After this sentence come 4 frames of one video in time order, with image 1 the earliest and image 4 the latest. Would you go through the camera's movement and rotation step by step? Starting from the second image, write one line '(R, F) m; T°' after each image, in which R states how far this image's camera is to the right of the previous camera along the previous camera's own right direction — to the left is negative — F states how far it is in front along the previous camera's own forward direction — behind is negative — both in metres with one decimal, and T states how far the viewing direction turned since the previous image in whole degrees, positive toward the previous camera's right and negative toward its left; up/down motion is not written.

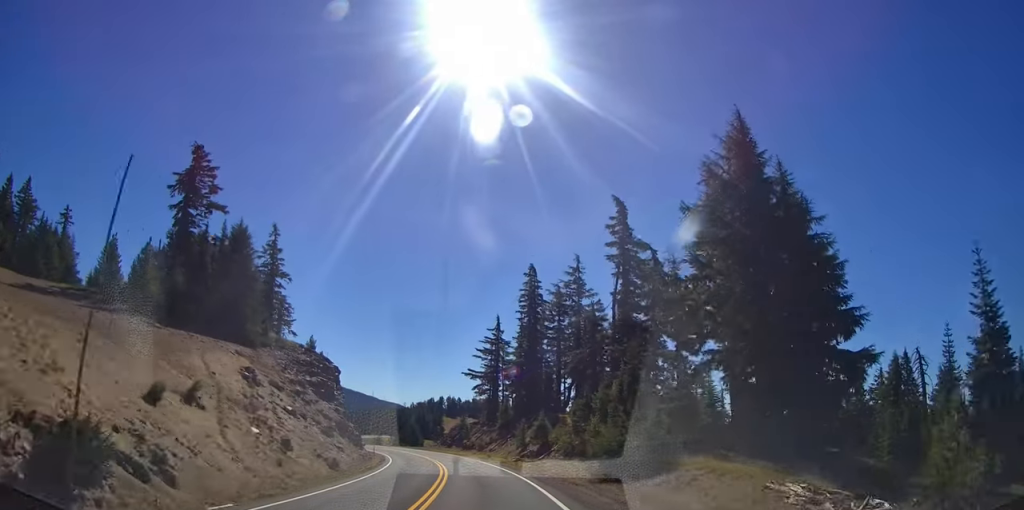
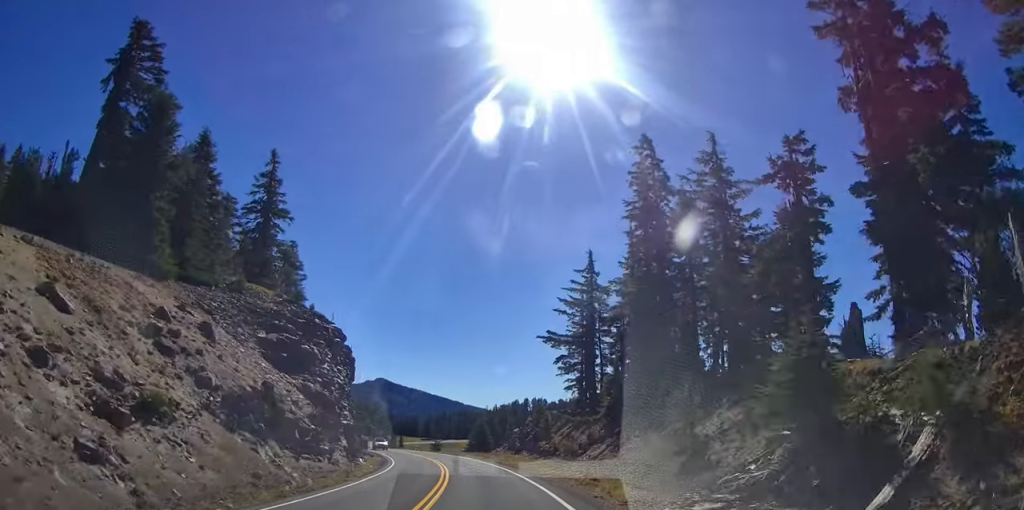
(-2.0, +29.2) m; -7°
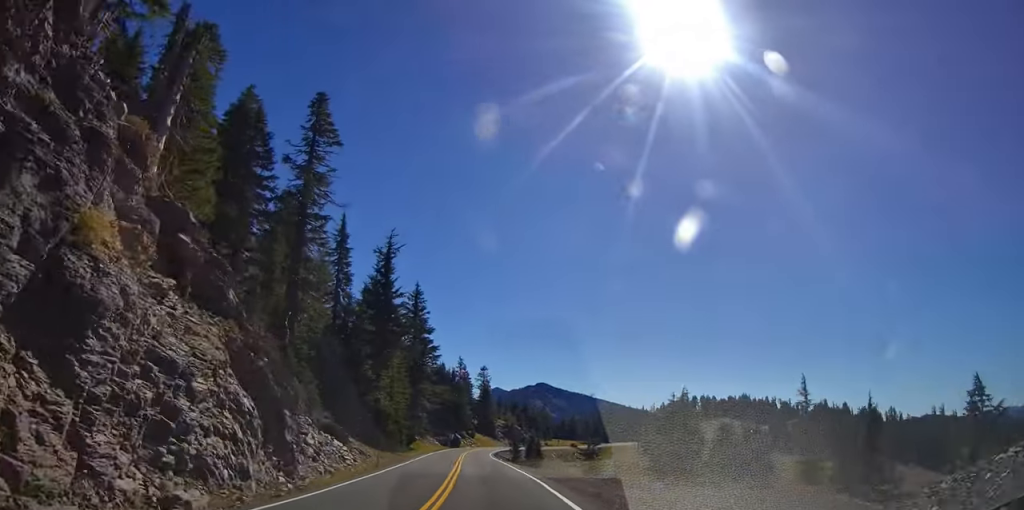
(-11.3, +52.7) m; -17°
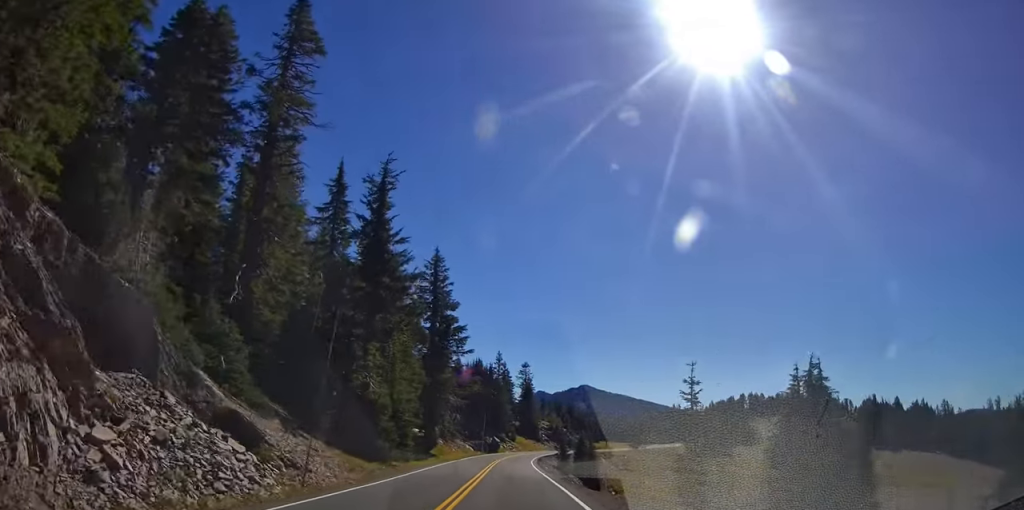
(0.0, +17.0) m; 0°
